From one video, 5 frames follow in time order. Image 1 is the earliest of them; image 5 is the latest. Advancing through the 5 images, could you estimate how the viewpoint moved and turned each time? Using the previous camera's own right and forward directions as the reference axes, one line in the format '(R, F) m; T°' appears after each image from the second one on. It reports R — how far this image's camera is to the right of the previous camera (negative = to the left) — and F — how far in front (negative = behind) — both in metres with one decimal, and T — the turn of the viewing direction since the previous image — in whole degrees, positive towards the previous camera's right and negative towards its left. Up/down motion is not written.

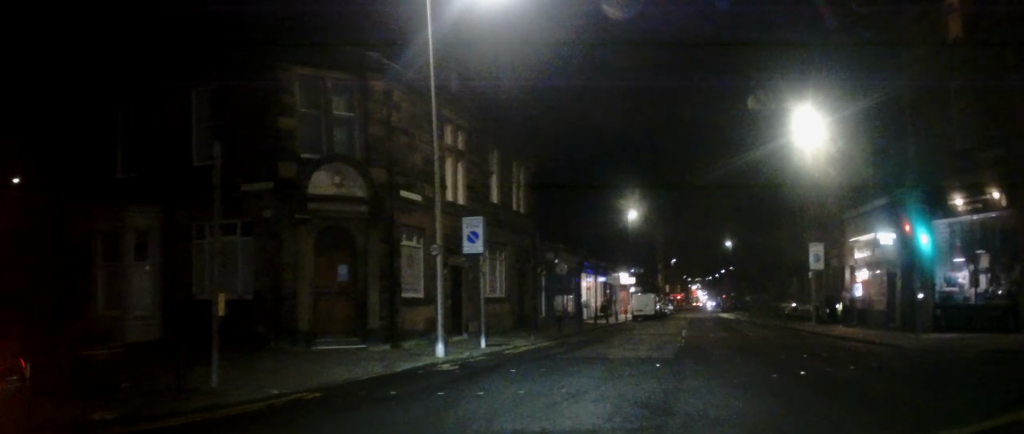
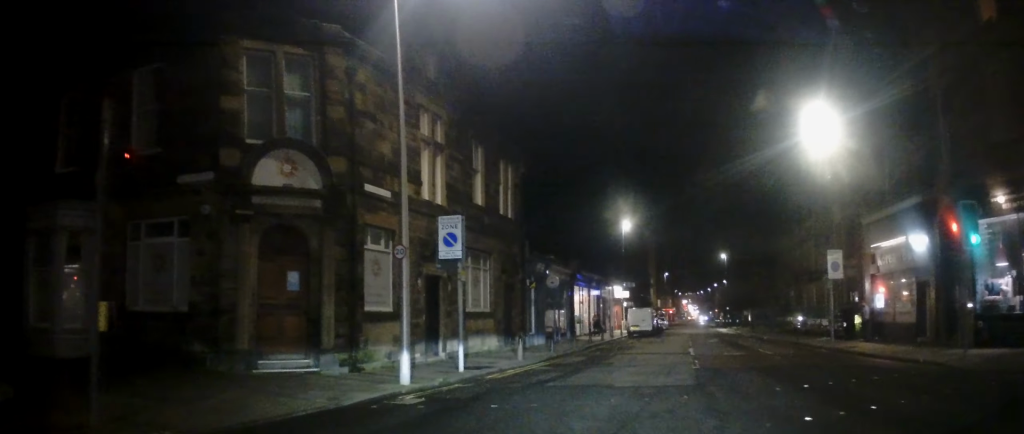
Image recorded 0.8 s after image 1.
(0.0, +4.0) m; +4°
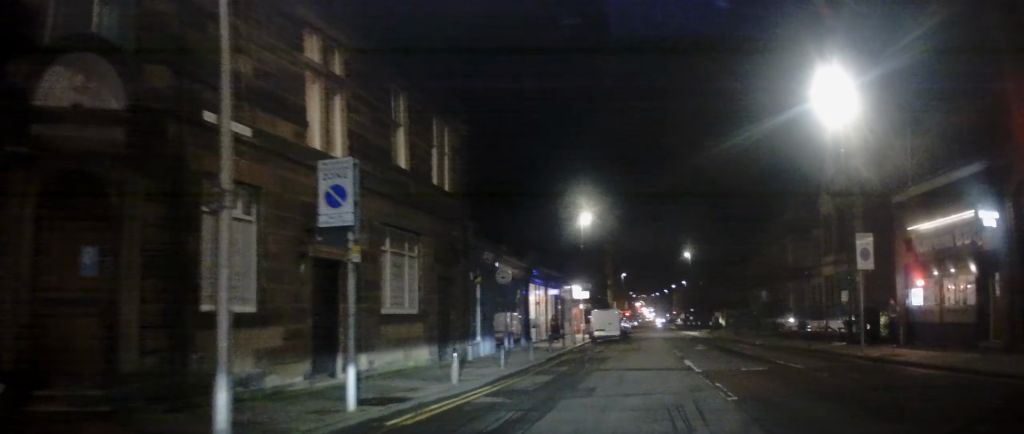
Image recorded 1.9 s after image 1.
(+0.4, +6.5) m; +8°
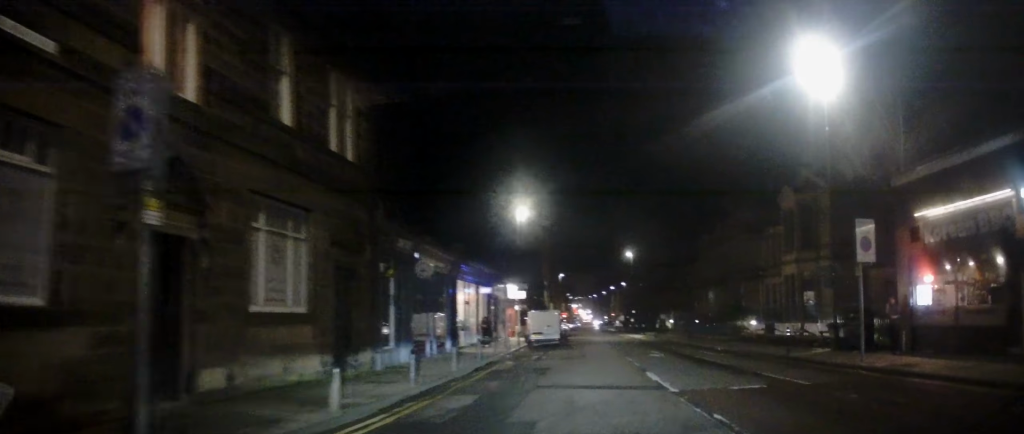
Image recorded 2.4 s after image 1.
(+0.1, +3.6) m; +3°
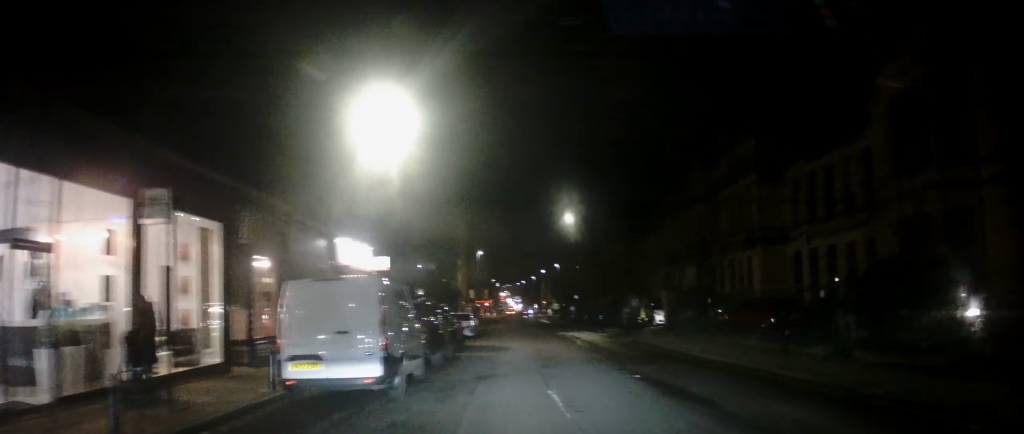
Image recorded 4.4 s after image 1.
(+1.0, +20.5) m; +2°
